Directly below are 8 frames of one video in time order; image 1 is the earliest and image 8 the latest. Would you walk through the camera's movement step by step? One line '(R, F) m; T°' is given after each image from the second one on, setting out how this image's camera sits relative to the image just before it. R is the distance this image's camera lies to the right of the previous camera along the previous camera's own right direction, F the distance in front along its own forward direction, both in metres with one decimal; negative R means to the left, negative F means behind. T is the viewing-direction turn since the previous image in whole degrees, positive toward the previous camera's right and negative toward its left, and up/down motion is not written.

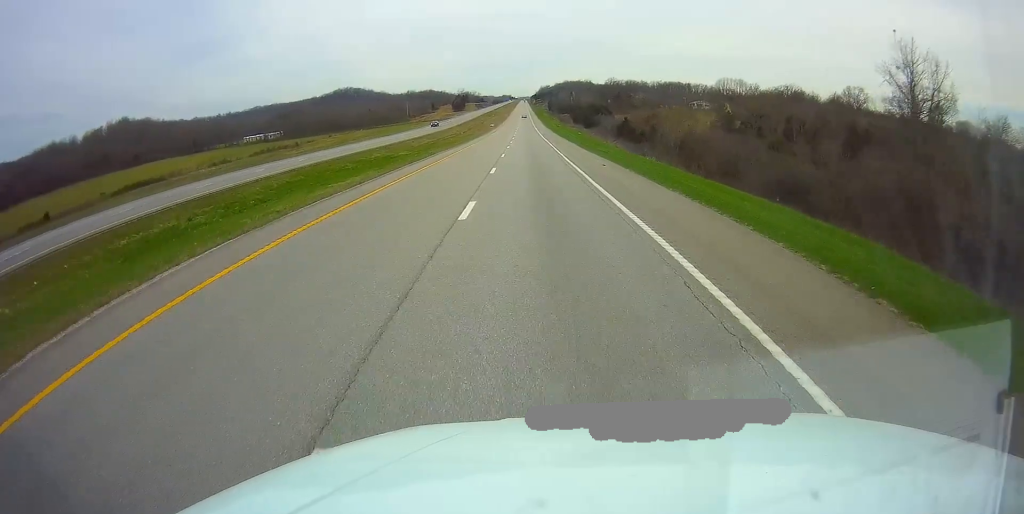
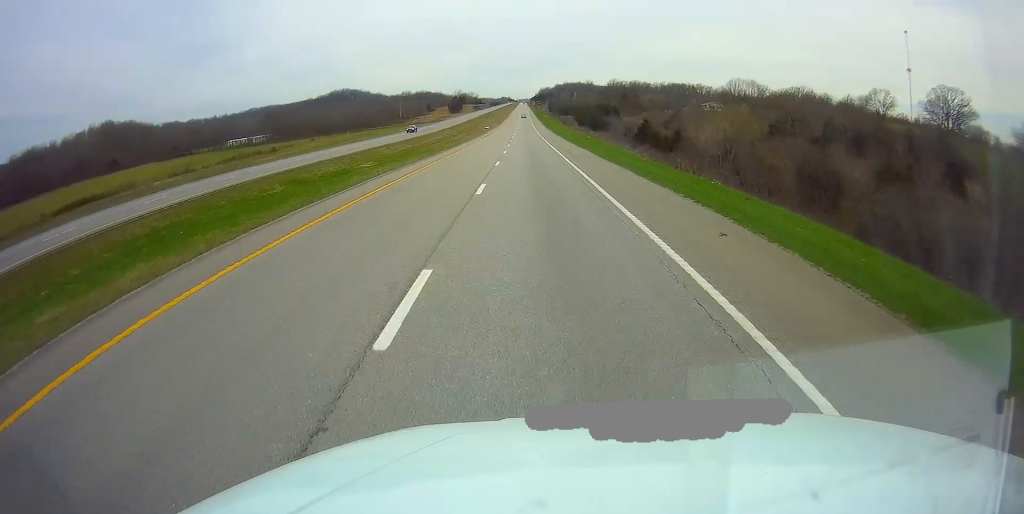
(0.0, +19.6) m; 0°
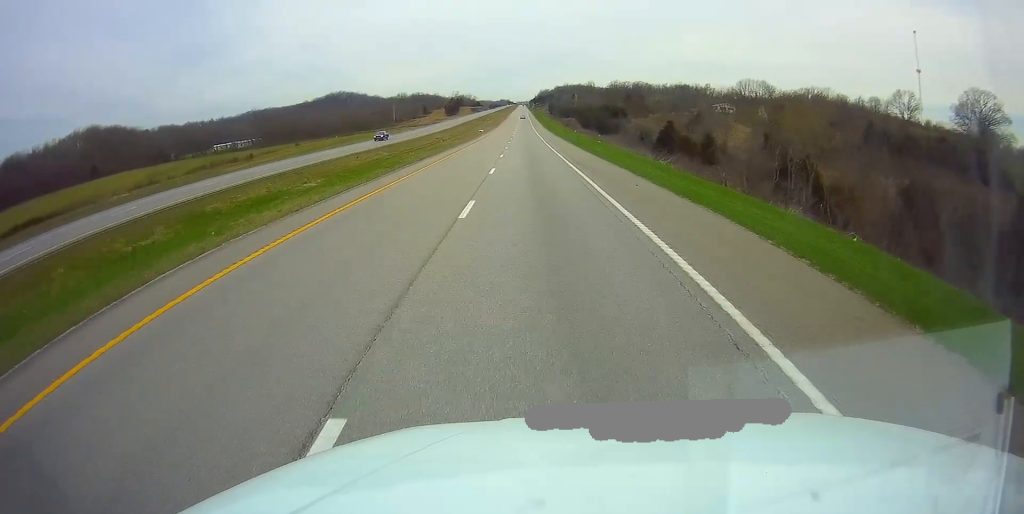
(0.0, +16.5) m; 0°
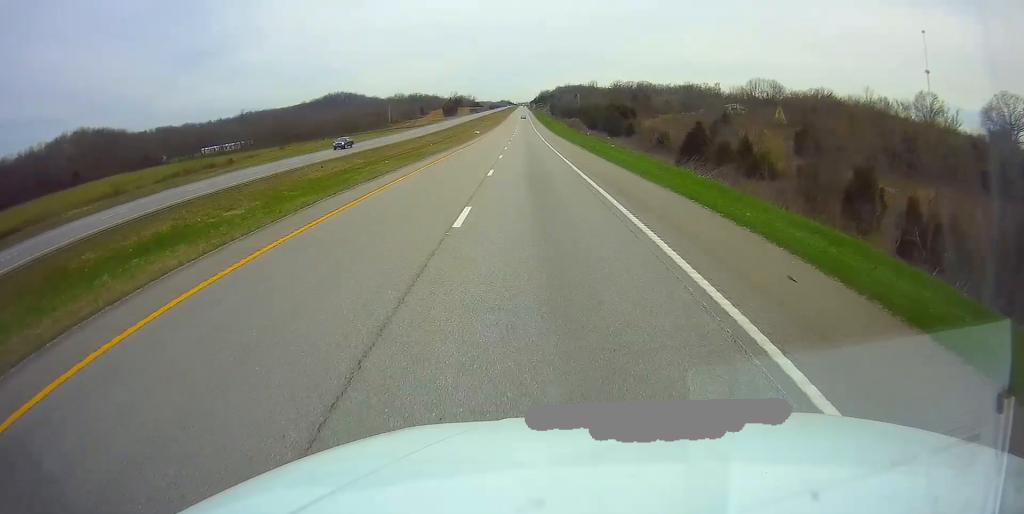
(0.0, +13.3) m; 0°
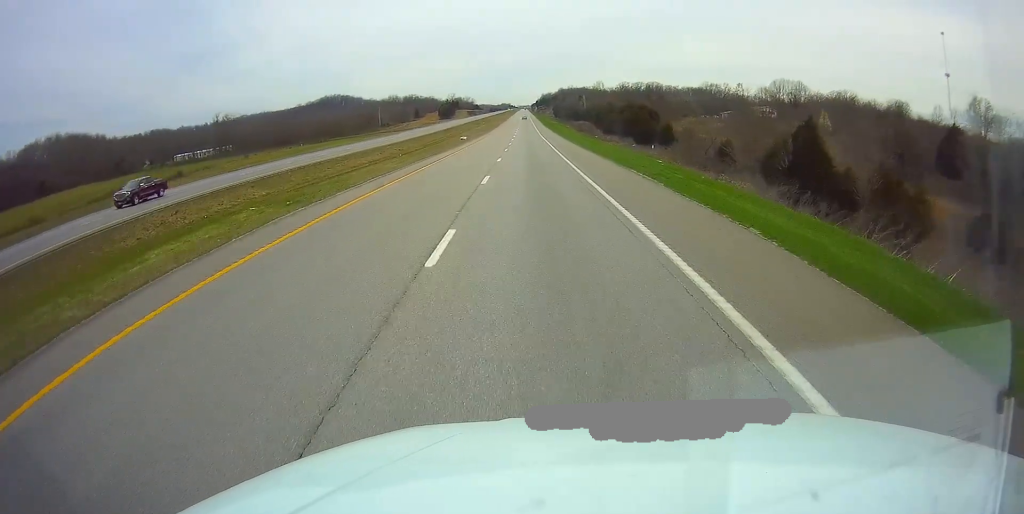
(-0.1, +27.6) m; 0°
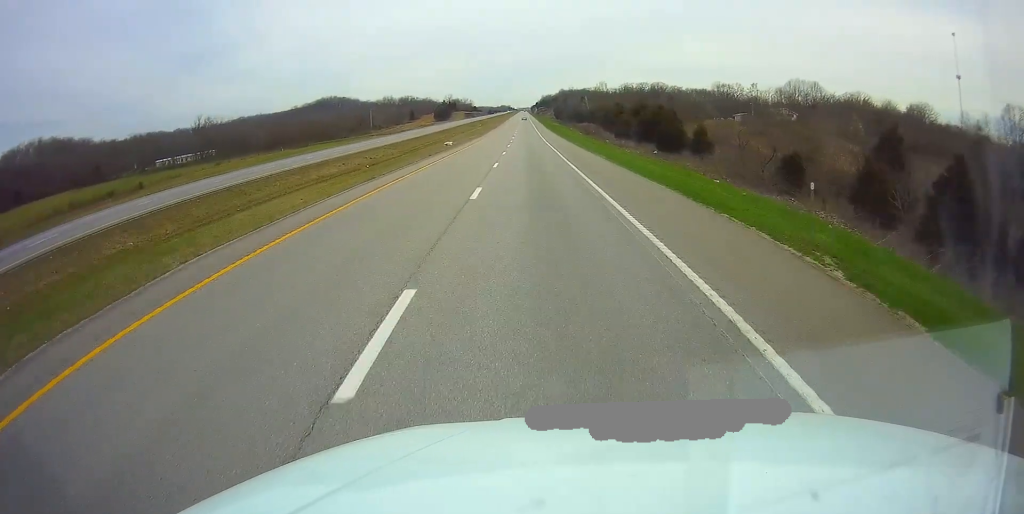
(-0.1, +16.3) m; 0°
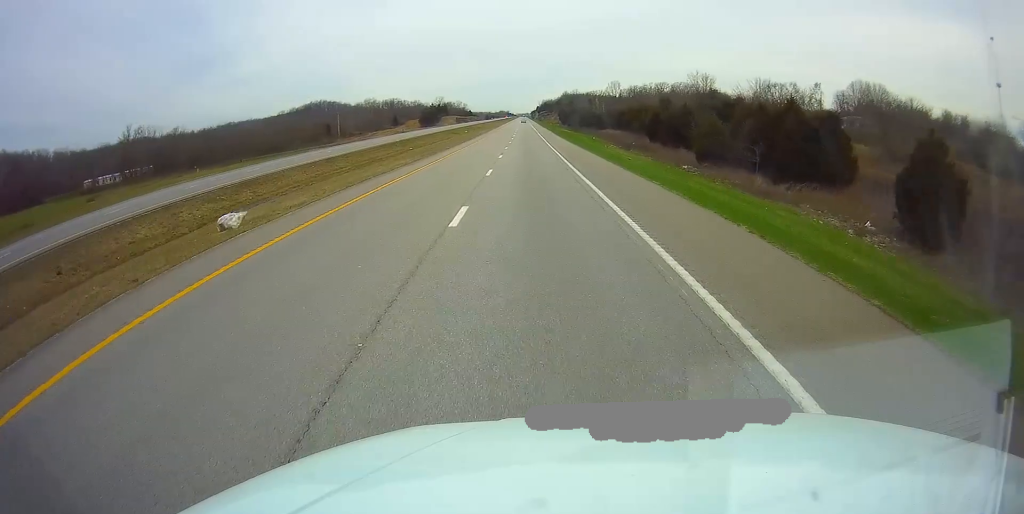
(+0.2, +53.1) m; 0°
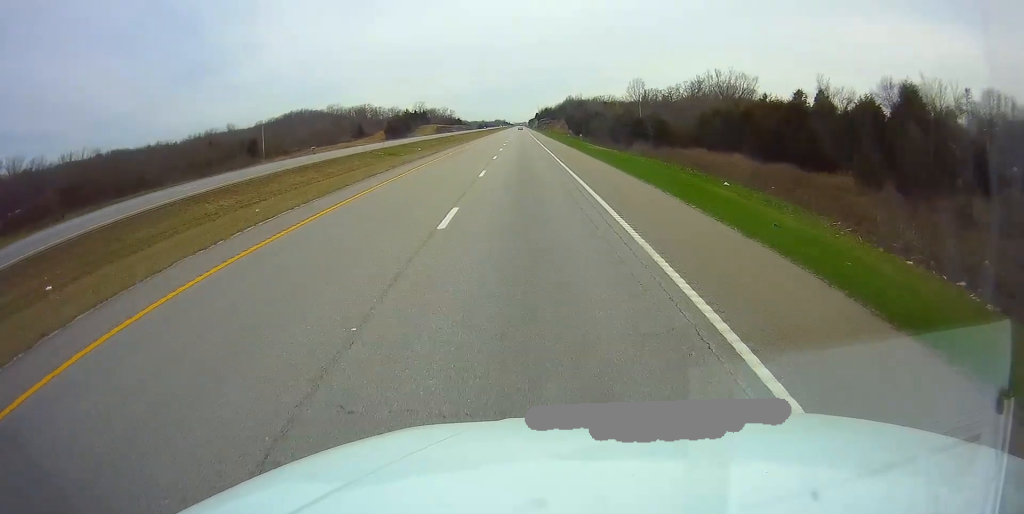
(-0.5, +73.2) m; -1°
